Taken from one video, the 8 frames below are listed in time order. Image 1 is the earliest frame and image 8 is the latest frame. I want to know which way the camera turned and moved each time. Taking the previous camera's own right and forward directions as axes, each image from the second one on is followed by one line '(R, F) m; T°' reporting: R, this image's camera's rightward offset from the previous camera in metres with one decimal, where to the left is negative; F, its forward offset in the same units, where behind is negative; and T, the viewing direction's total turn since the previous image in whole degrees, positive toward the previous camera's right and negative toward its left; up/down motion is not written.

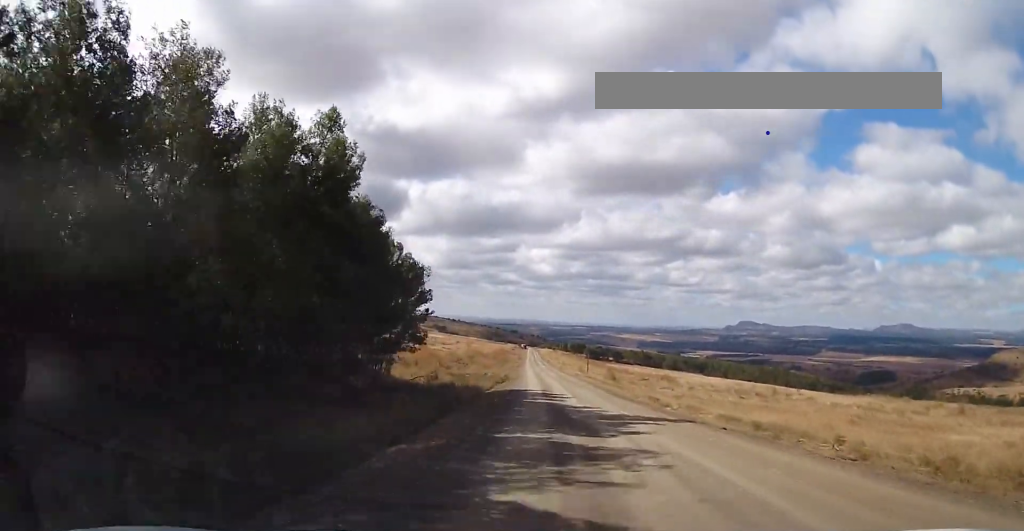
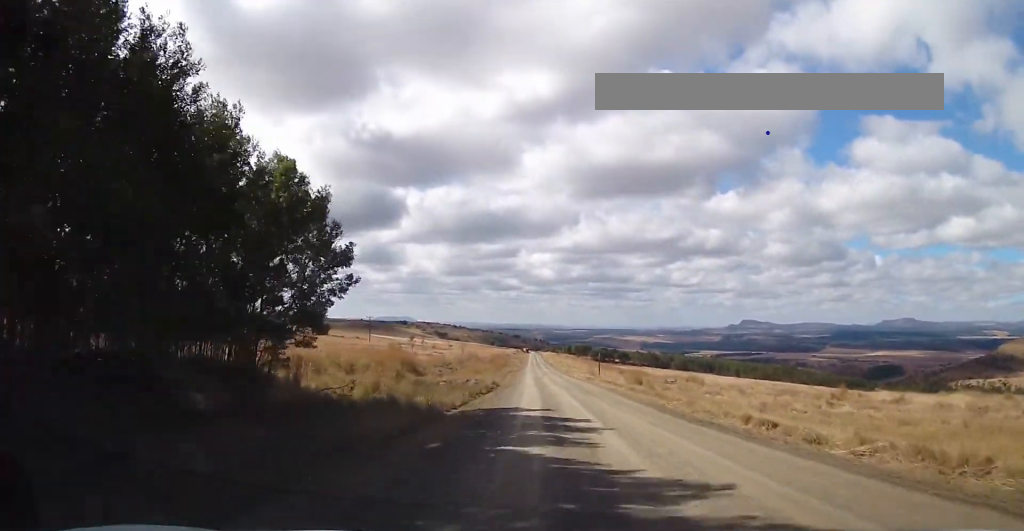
(0.0, +15.5) m; 0°
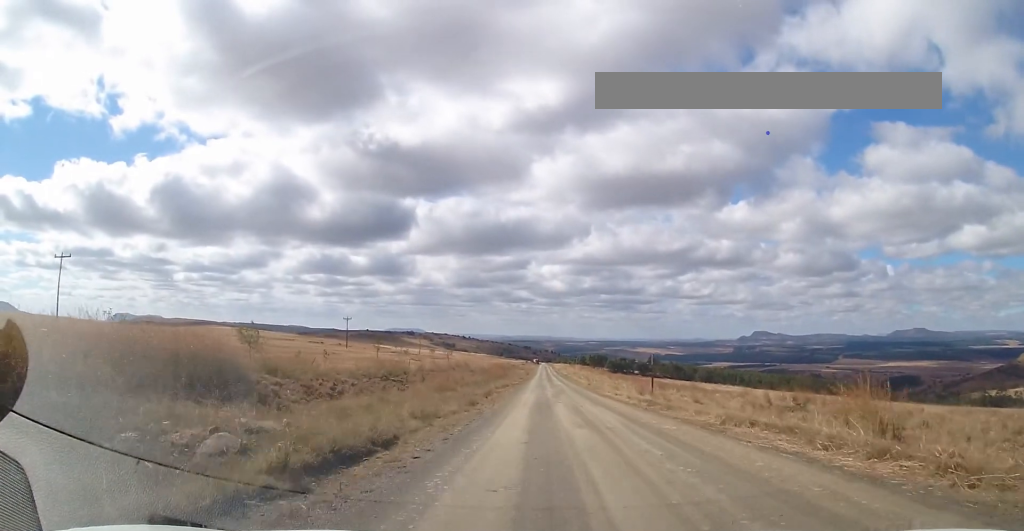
(-0.4, +34.8) m; -1°
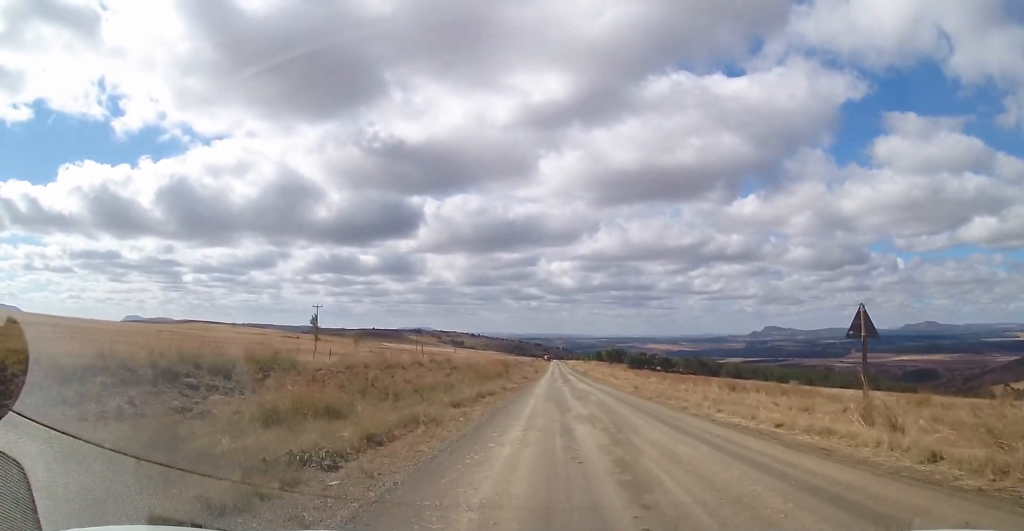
(+0.1, +31.4) m; 0°
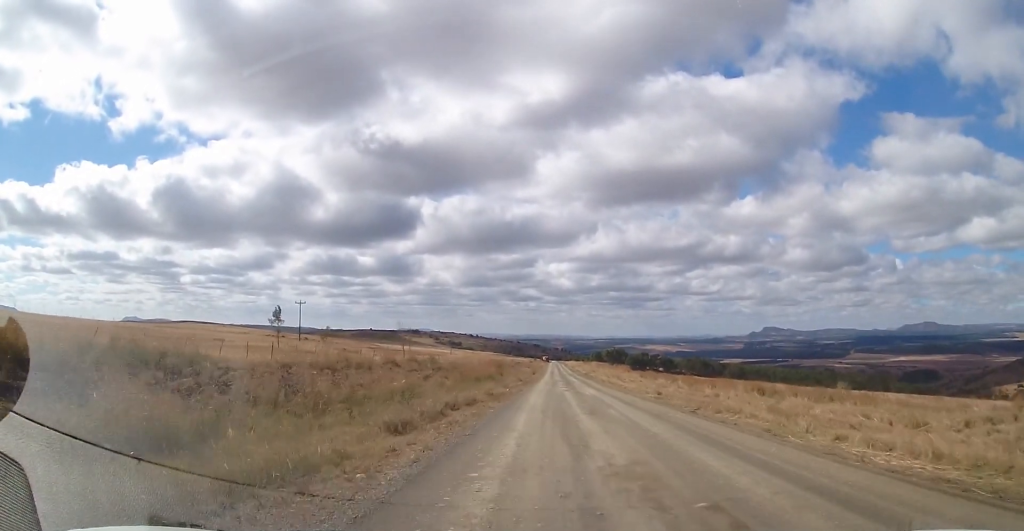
(-0.1, +9.6) m; 0°
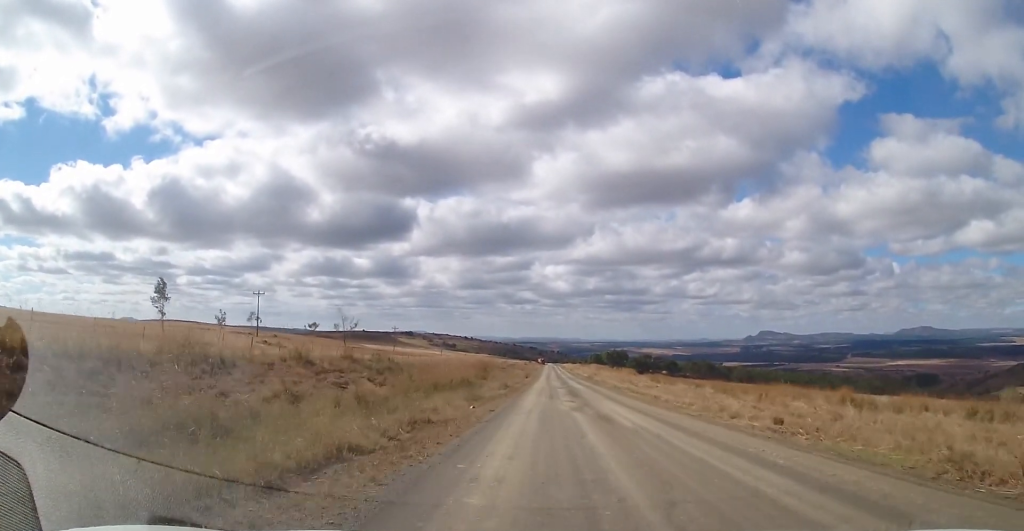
(-0.1, +18.7) m; +1°
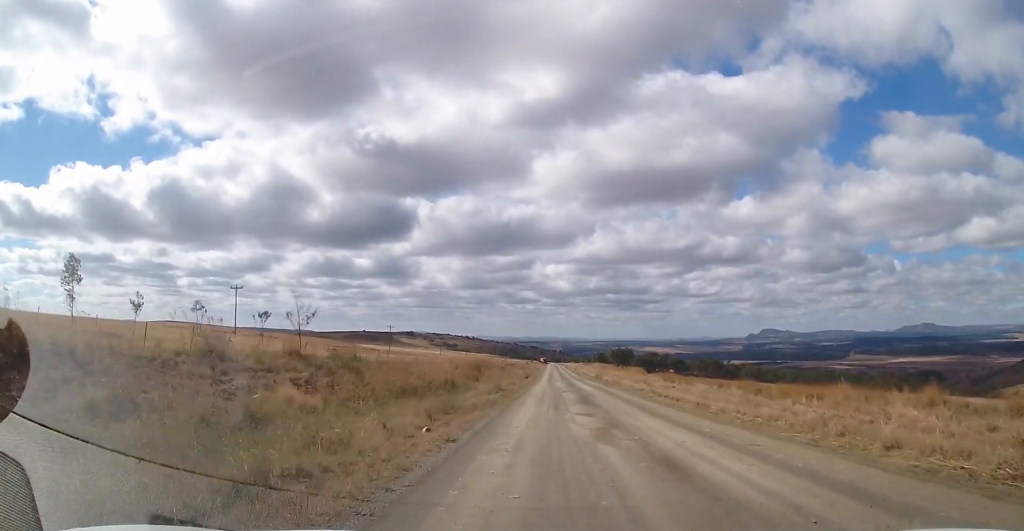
(0.0, +9.7) m; 0°
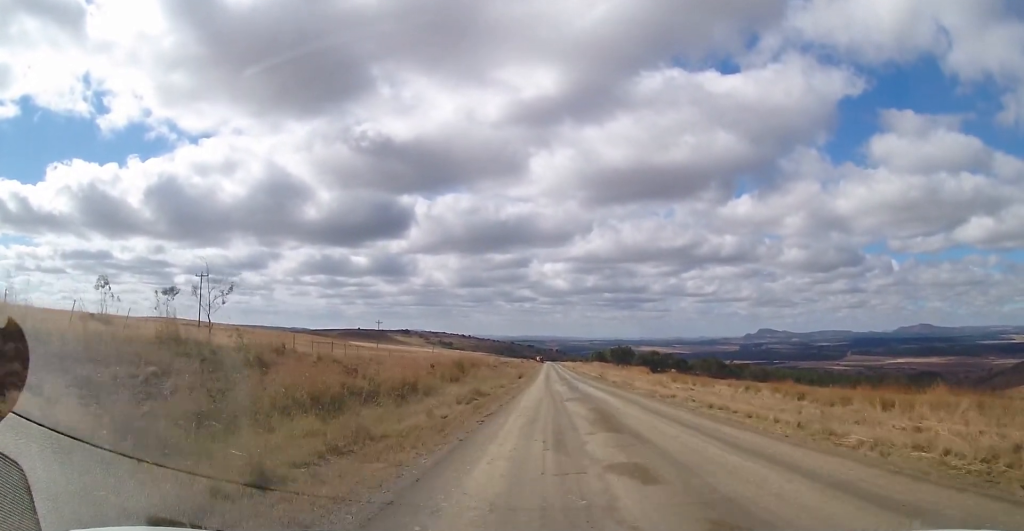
(+0.3, +11.0) m; 0°
